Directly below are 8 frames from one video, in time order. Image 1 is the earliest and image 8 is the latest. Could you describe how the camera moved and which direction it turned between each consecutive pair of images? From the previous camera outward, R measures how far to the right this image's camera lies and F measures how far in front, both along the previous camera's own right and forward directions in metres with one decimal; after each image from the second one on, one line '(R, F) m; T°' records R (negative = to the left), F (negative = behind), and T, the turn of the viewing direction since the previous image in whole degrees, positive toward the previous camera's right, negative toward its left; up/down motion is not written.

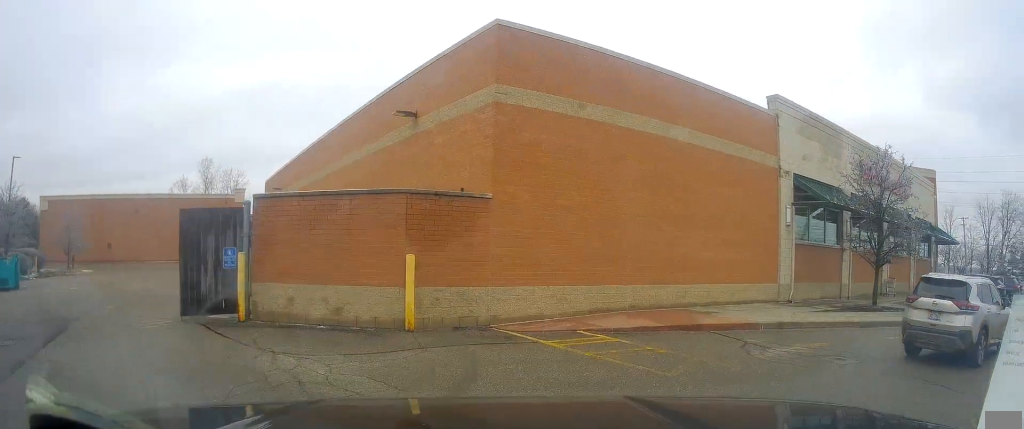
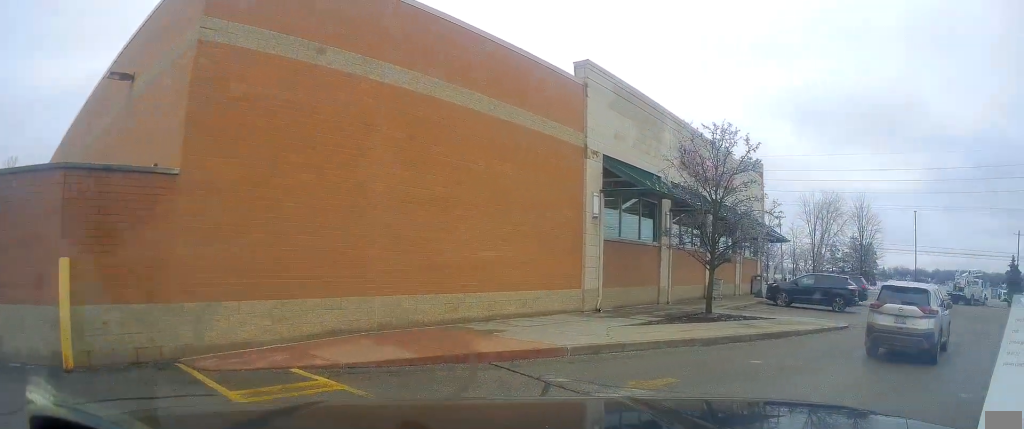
(+1.1, +4.0) m; +31°
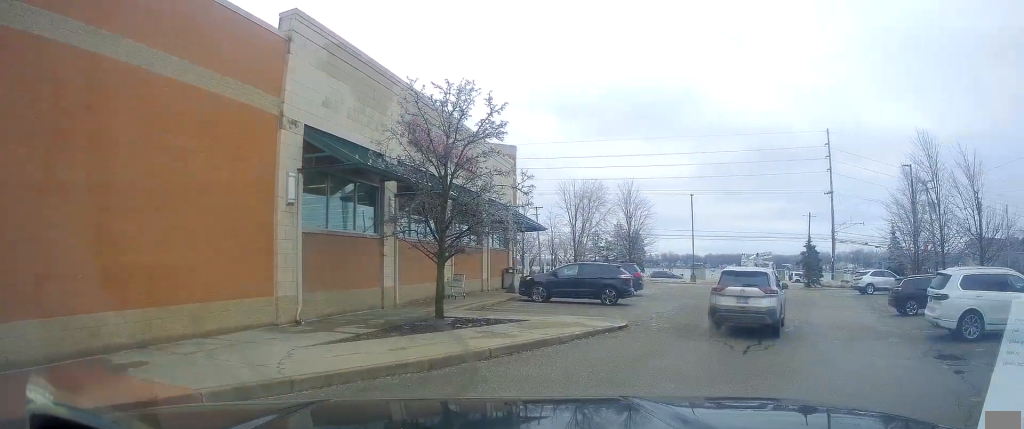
(+1.1, +3.8) m; +26°
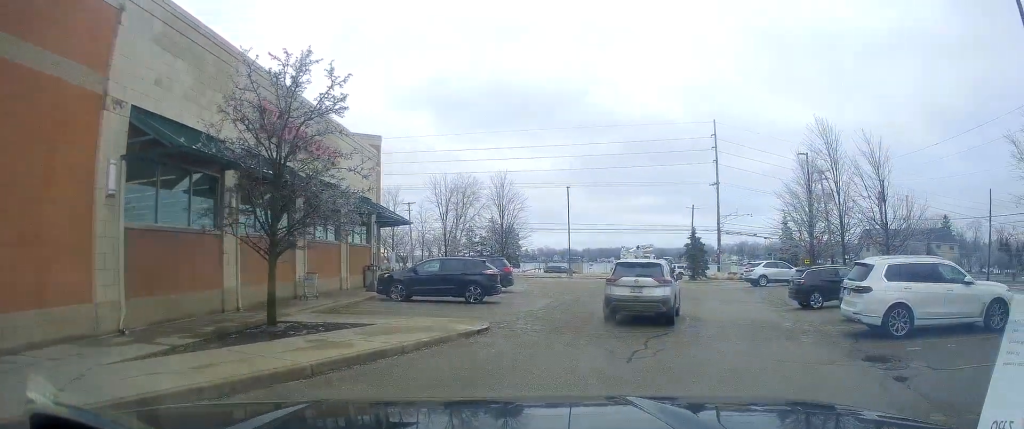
(+0.3, +1.8) m; +15°
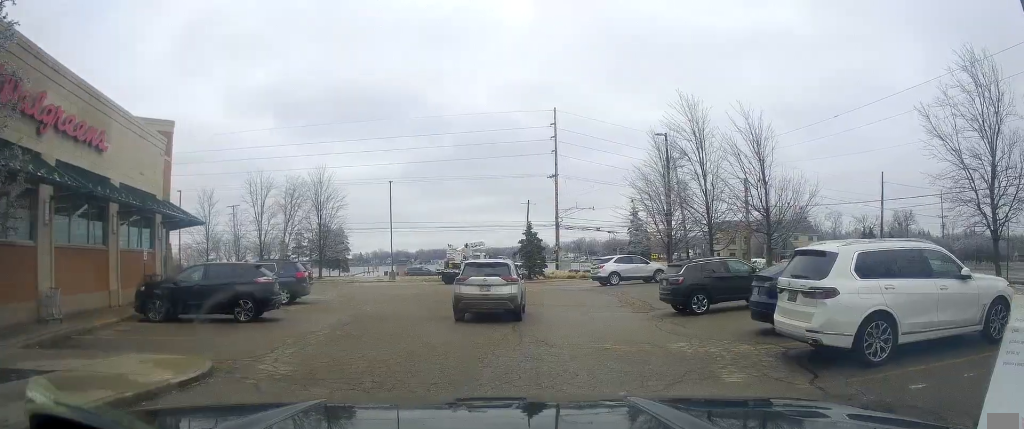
(+1.2, +4.0) m; +31°
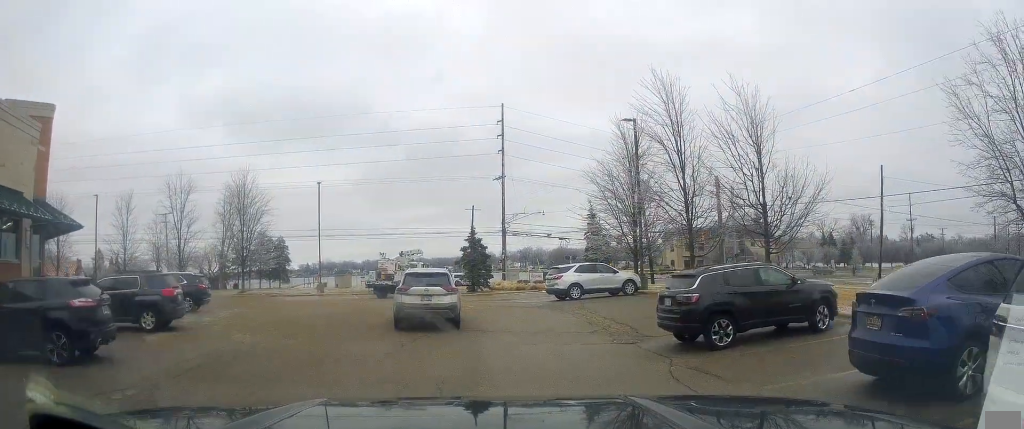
(+0.9, +5.4) m; +13°
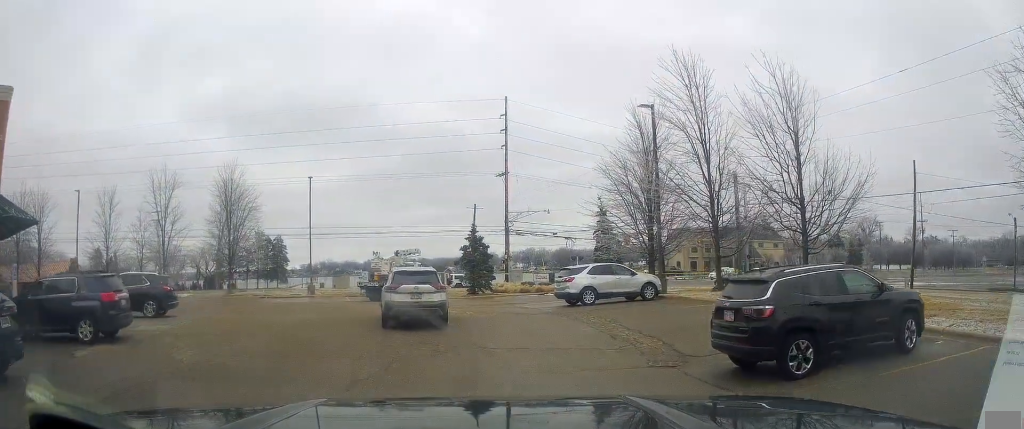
(+0.1, +3.3) m; -3°
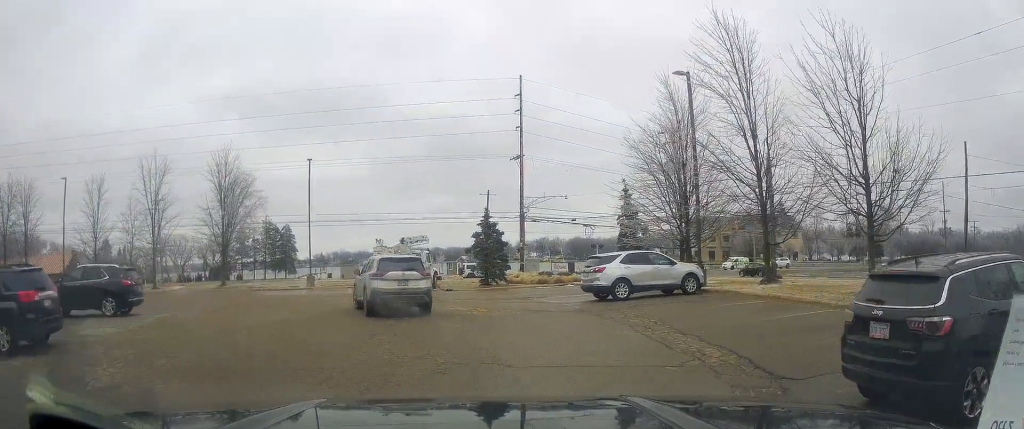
(-0.1, +3.9) m; -2°
